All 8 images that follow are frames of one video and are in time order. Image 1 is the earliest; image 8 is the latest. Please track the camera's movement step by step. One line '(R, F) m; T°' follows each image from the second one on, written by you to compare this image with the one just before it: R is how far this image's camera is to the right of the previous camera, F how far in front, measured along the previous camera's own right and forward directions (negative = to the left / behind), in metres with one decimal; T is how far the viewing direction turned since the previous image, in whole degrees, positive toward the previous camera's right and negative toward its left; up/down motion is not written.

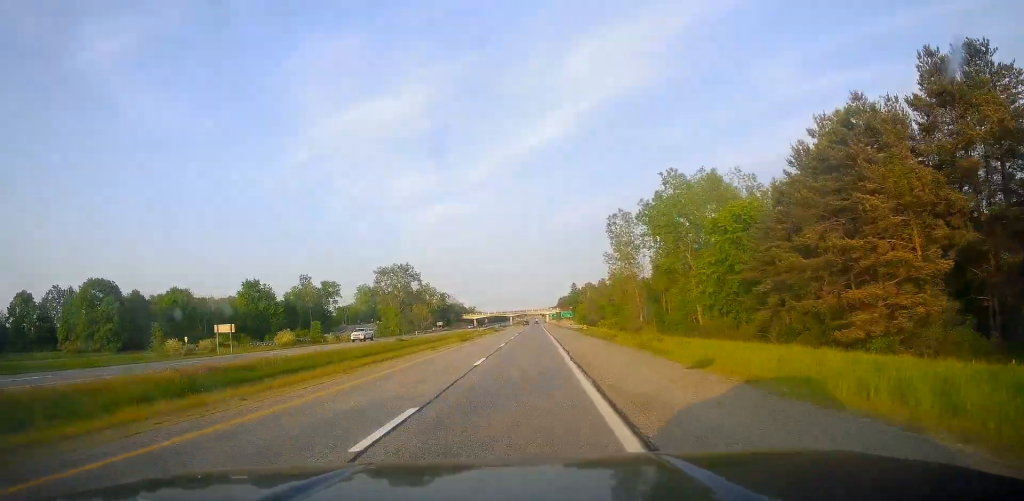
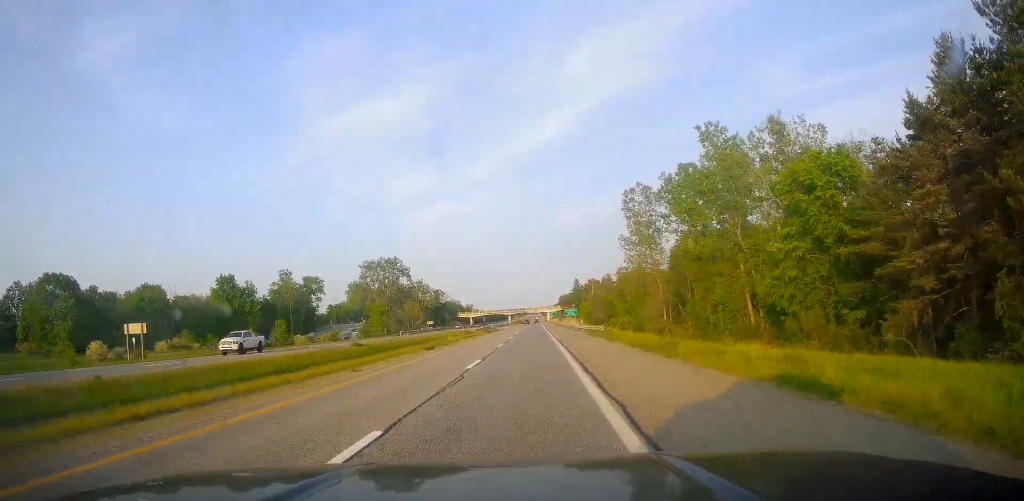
(0.0, +18.0) m; 0°
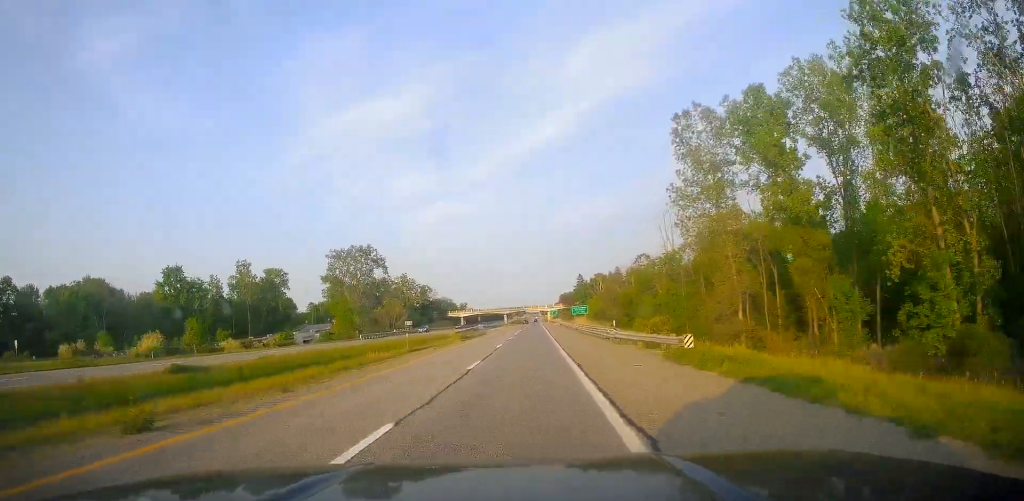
(0.0, +29.9) m; 0°
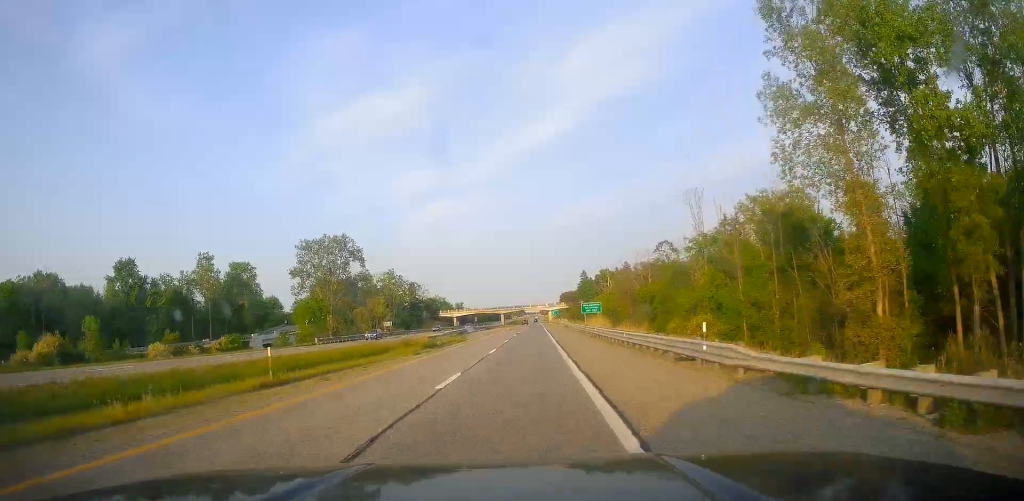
(-0.1, +21.5) m; +1°
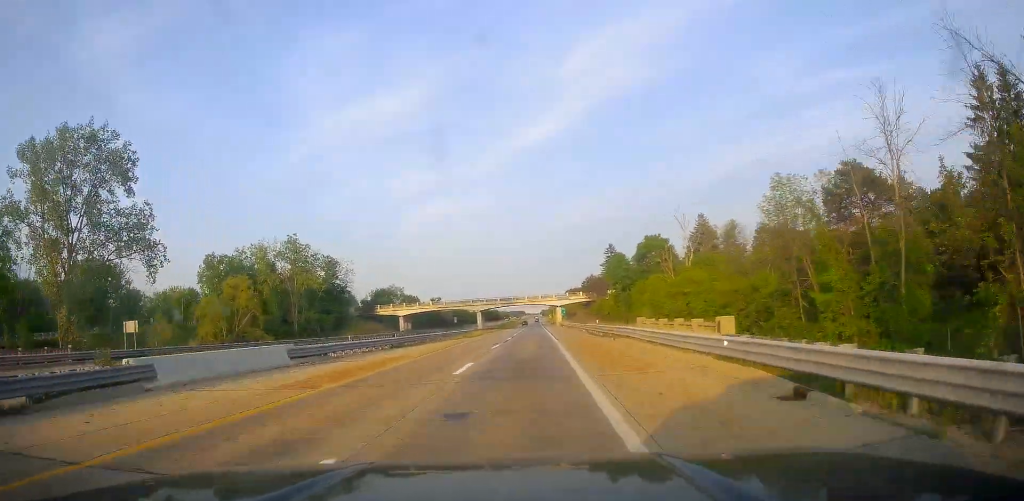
(+0.3, +88.6) m; 0°
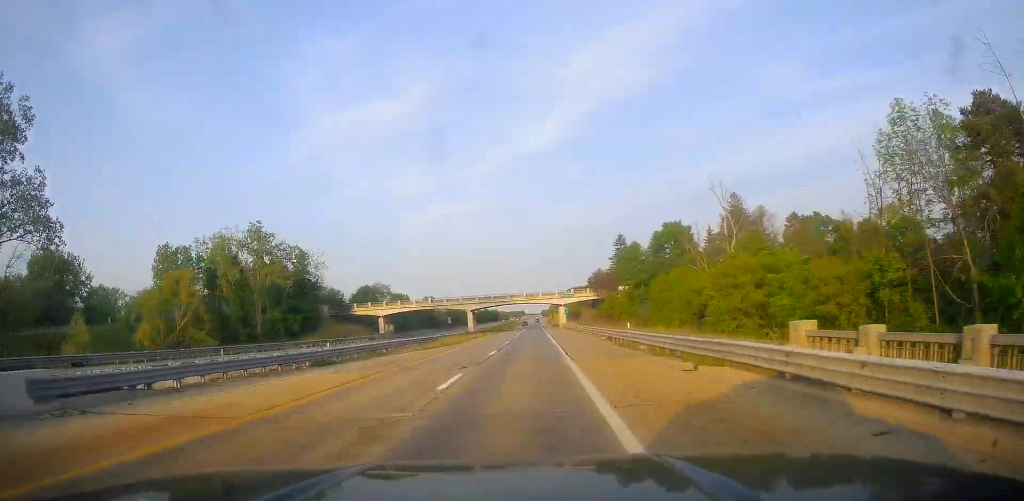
(+0.3, +18.0) m; 0°
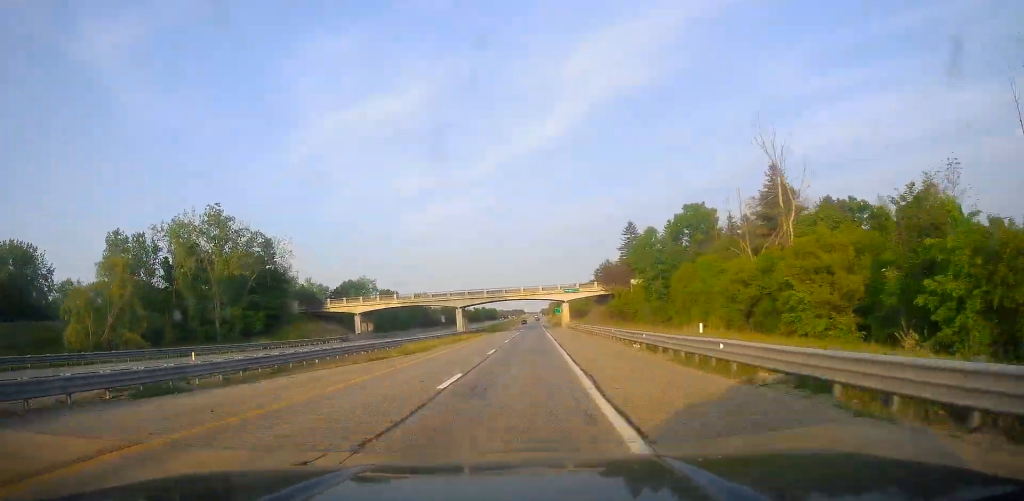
(-0.1, +15.5) m; 0°
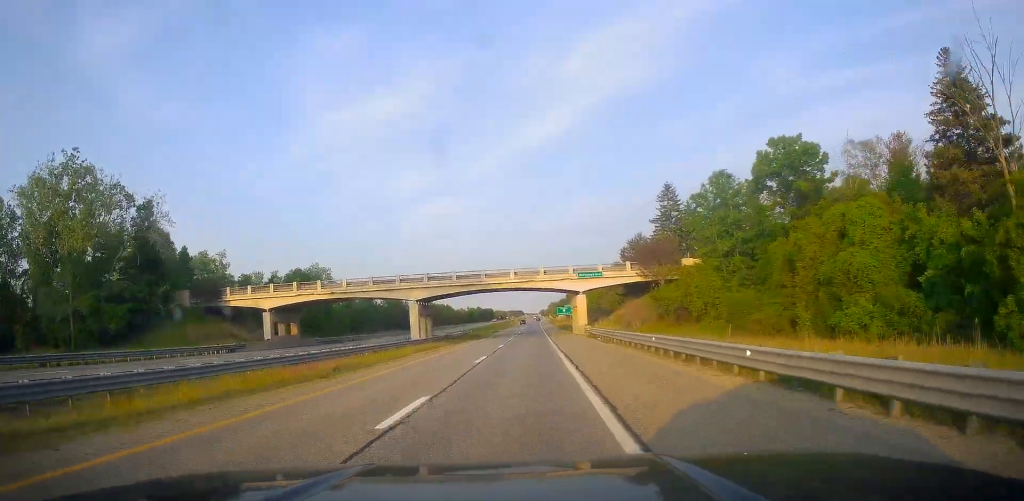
(-0.4, +35.9) m; 0°
